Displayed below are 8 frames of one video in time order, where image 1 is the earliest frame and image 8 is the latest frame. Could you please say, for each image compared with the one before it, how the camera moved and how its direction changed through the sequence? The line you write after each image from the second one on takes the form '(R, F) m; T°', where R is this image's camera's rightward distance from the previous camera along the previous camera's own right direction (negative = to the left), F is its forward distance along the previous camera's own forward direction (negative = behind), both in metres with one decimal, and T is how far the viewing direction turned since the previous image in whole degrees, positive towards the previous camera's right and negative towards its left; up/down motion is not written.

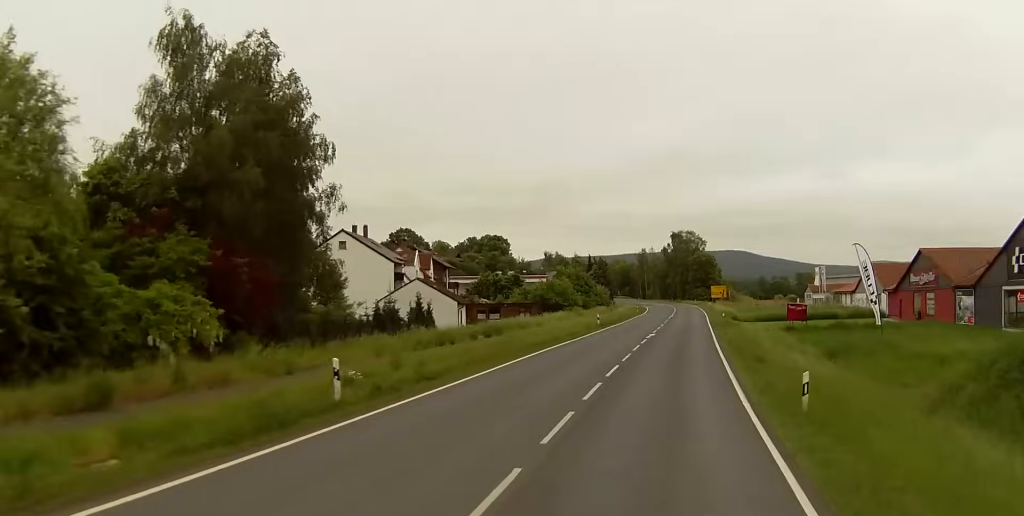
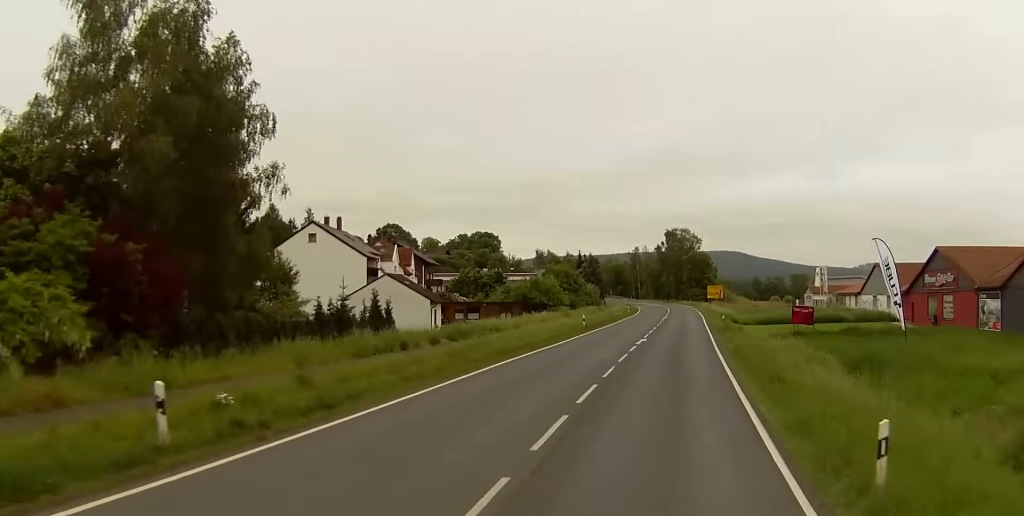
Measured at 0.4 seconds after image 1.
(0.0, +5.5) m; +1°
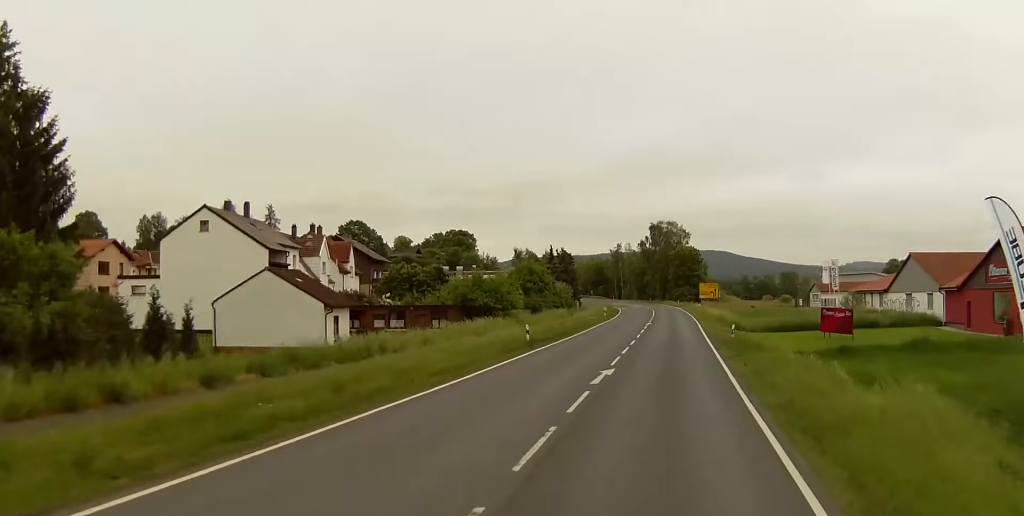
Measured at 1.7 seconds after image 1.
(+0.6, +18.0) m; +2°
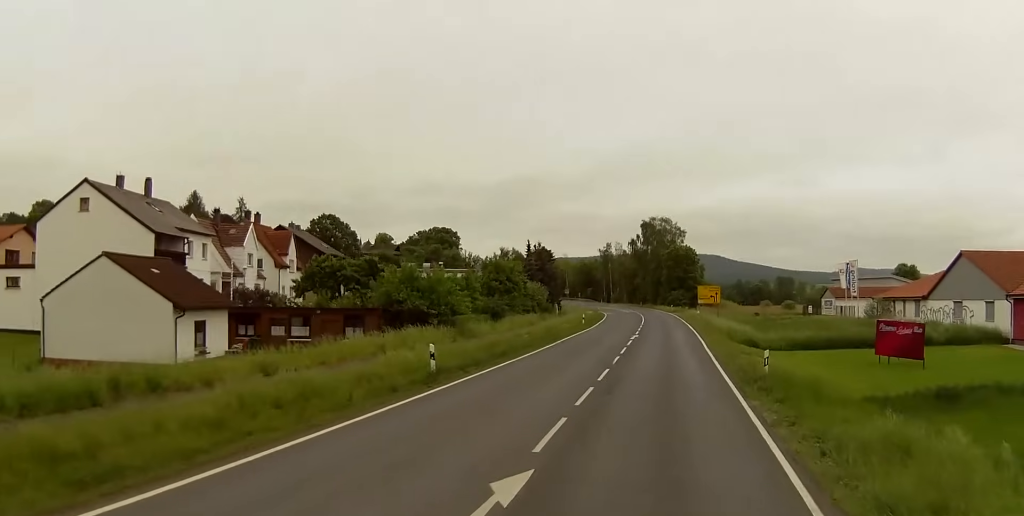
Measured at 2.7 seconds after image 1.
(0.0, +17.6) m; 0°
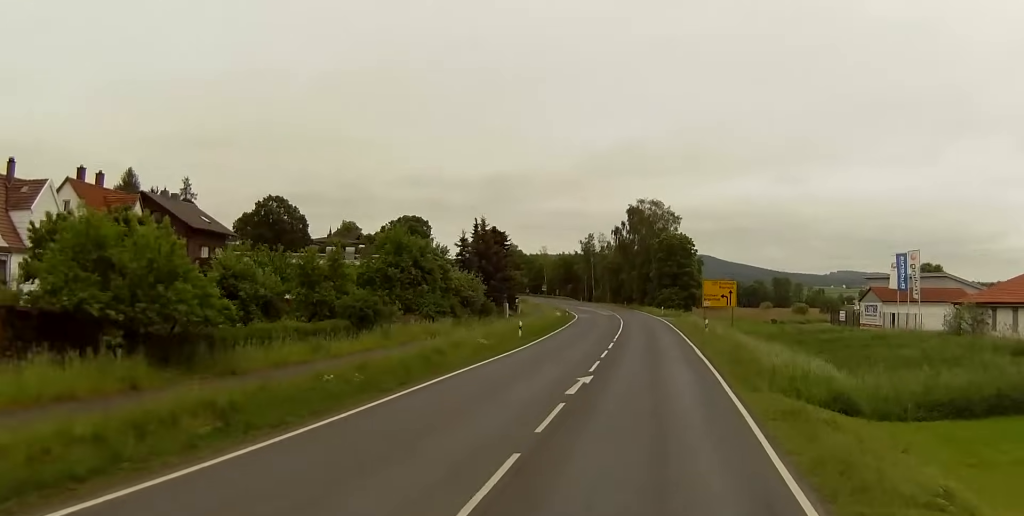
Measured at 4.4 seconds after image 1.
(-0.2, +34.8) m; 0°
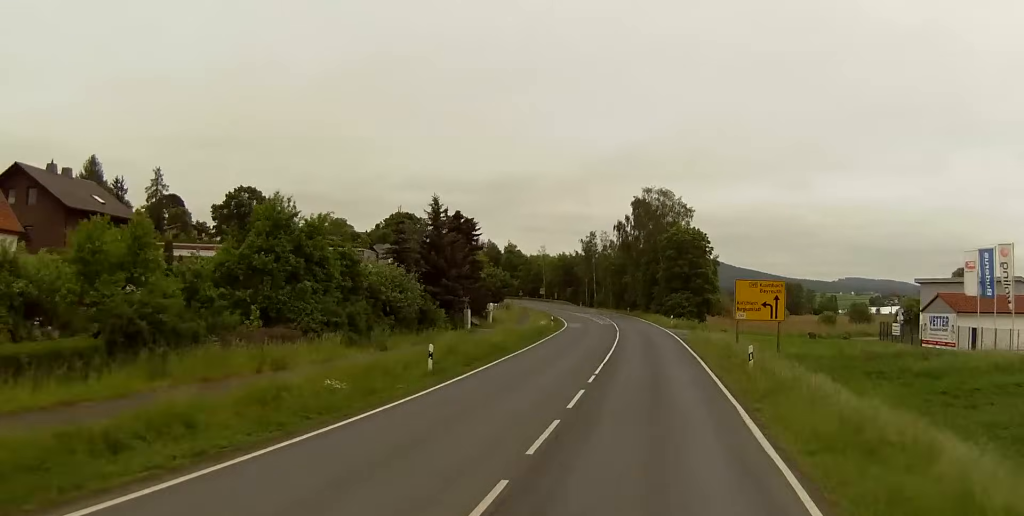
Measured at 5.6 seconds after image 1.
(-0.1, +22.1) m; 0°
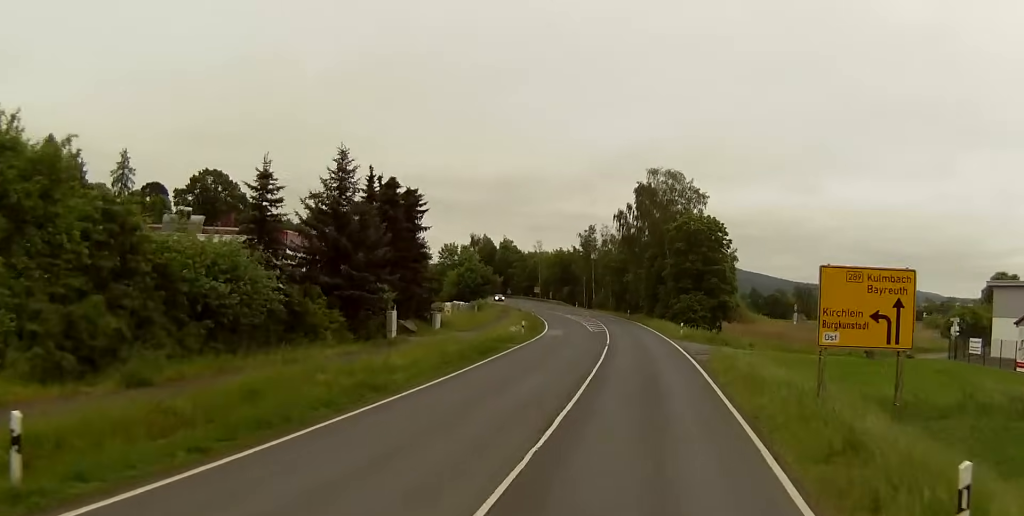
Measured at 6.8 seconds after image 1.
(0.0, +20.1) m; 0°
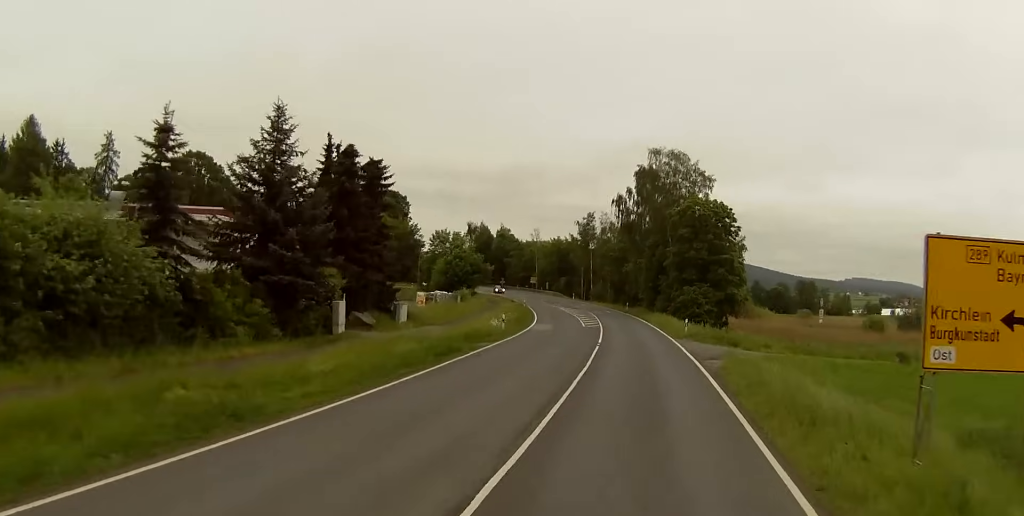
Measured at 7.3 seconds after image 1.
(0.0, +7.8) m; -1°
